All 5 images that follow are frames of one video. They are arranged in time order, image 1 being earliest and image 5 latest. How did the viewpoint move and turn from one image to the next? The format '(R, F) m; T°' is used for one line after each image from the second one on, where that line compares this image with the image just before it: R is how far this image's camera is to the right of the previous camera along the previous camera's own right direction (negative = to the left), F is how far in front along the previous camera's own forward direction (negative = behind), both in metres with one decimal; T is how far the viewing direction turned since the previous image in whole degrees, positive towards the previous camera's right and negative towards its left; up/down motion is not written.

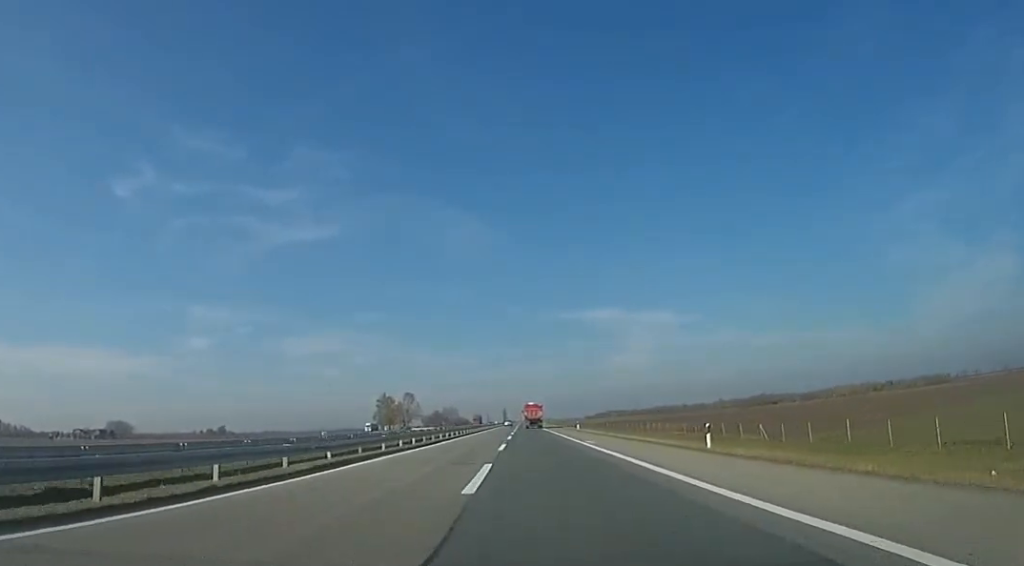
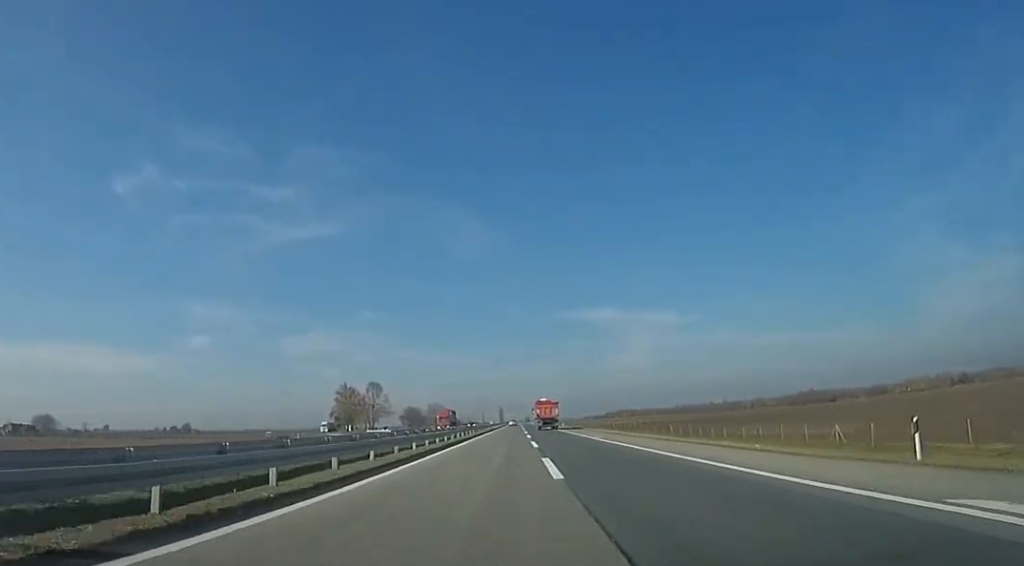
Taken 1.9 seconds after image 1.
(-1.1, +60.5) m; -1°
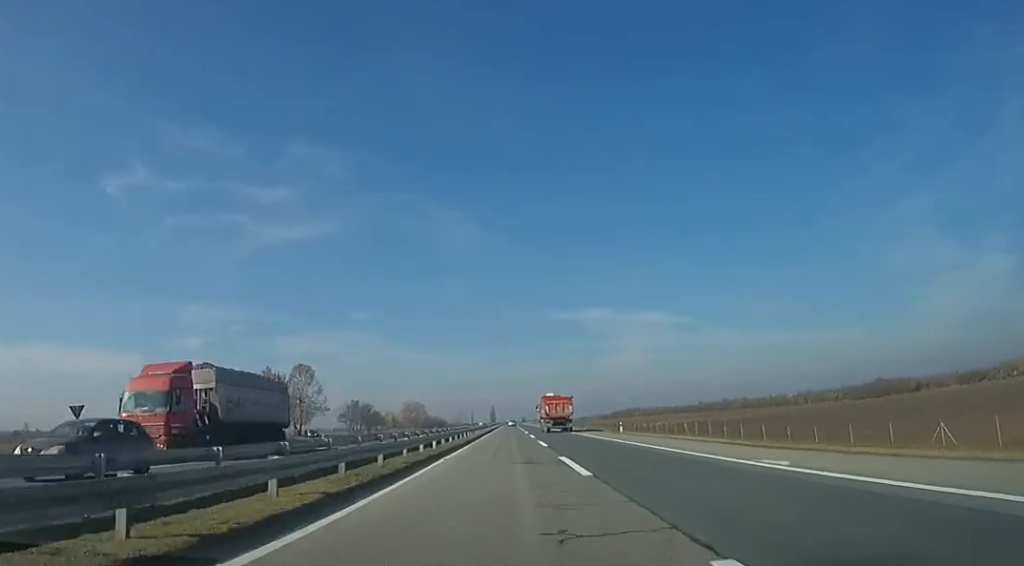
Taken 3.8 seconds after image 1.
(+1.3, +61.9) m; +2°
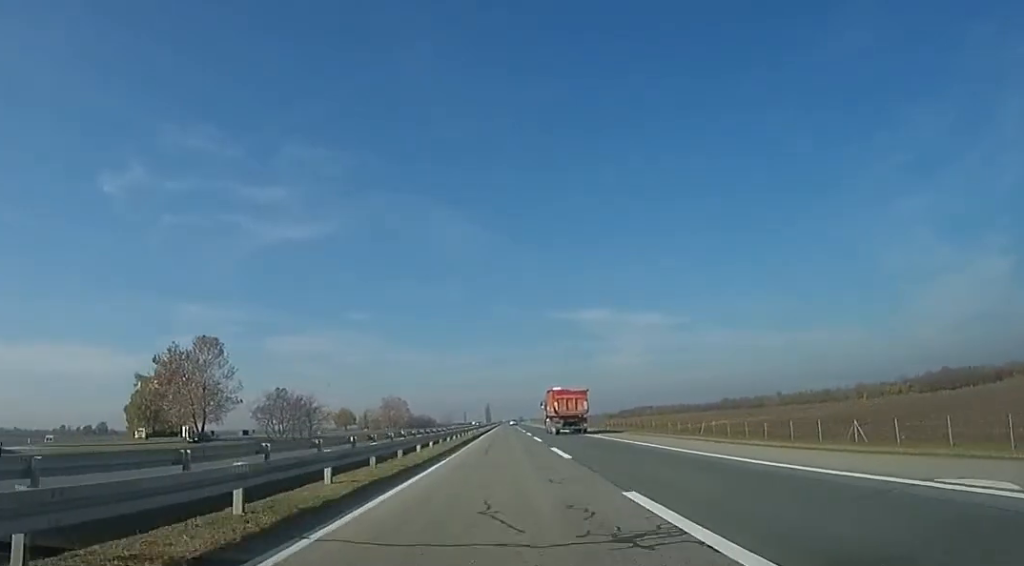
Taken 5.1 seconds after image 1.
(0.0, +41.9) m; 0°
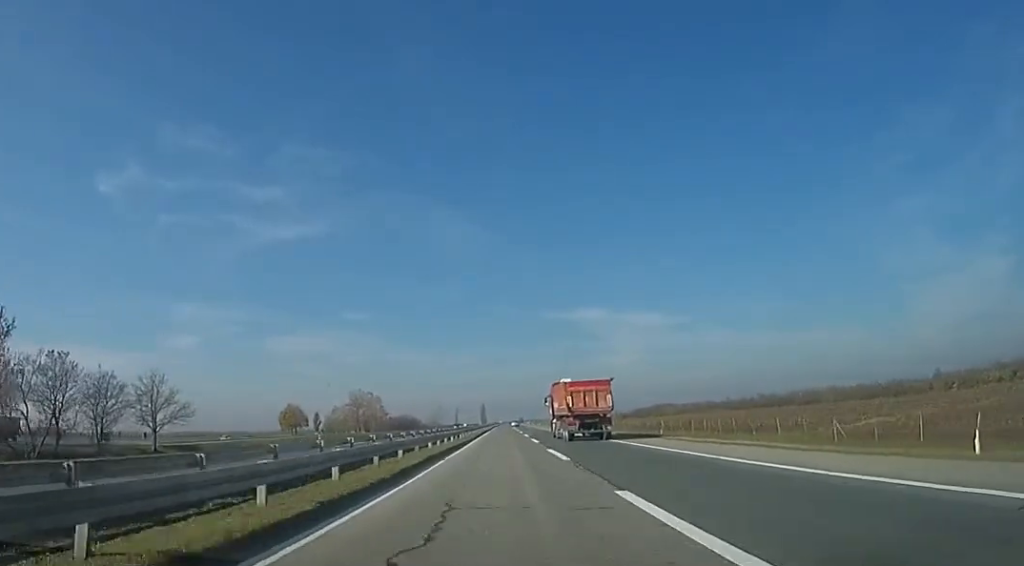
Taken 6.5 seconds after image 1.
(0.0, +47.4) m; 0°
